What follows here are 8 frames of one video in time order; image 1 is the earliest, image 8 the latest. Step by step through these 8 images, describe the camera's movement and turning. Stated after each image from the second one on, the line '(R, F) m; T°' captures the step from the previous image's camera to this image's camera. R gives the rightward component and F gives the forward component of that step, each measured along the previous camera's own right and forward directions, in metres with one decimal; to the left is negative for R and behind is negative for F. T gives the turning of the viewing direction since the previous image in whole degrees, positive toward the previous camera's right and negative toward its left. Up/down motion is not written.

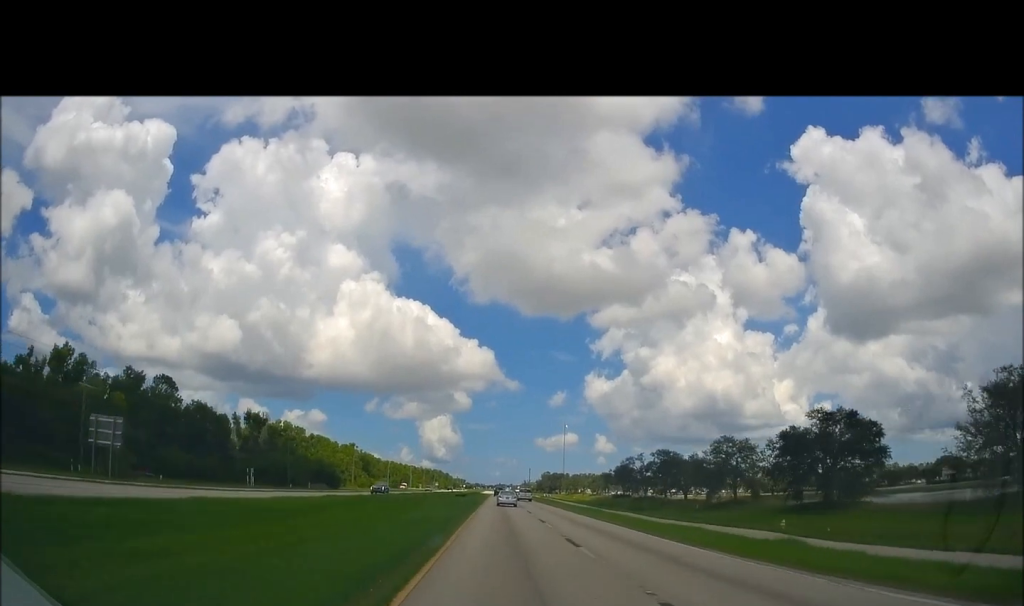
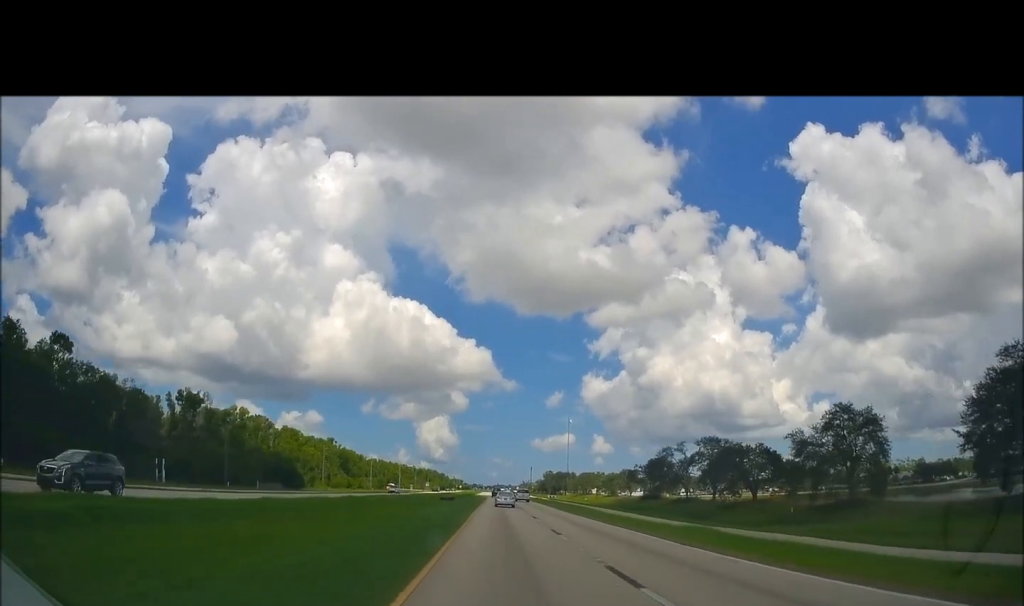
(-0.4, +32.4) m; -1°
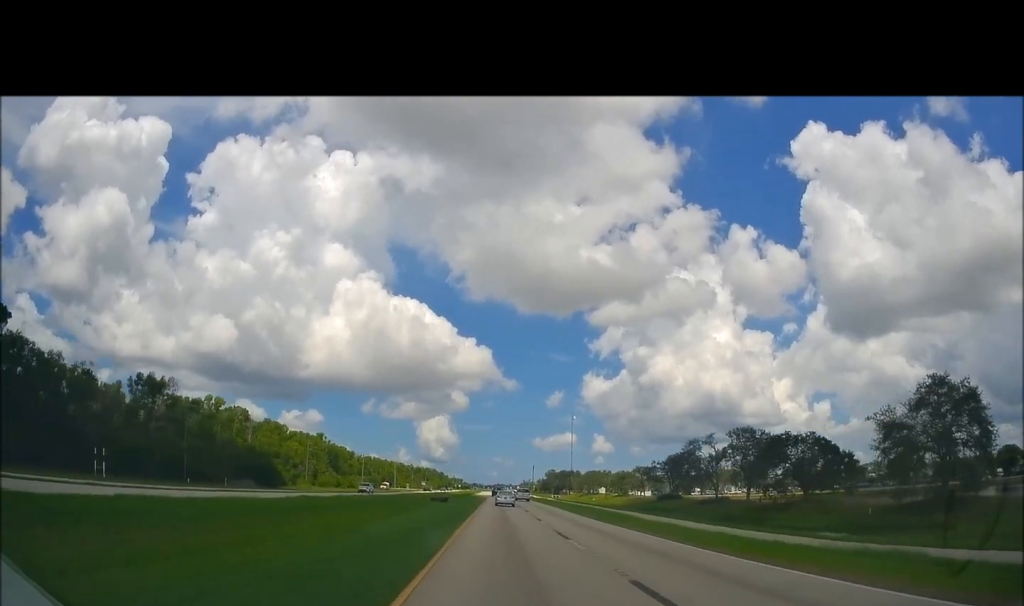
(-0.1, +14.8) m; 0°
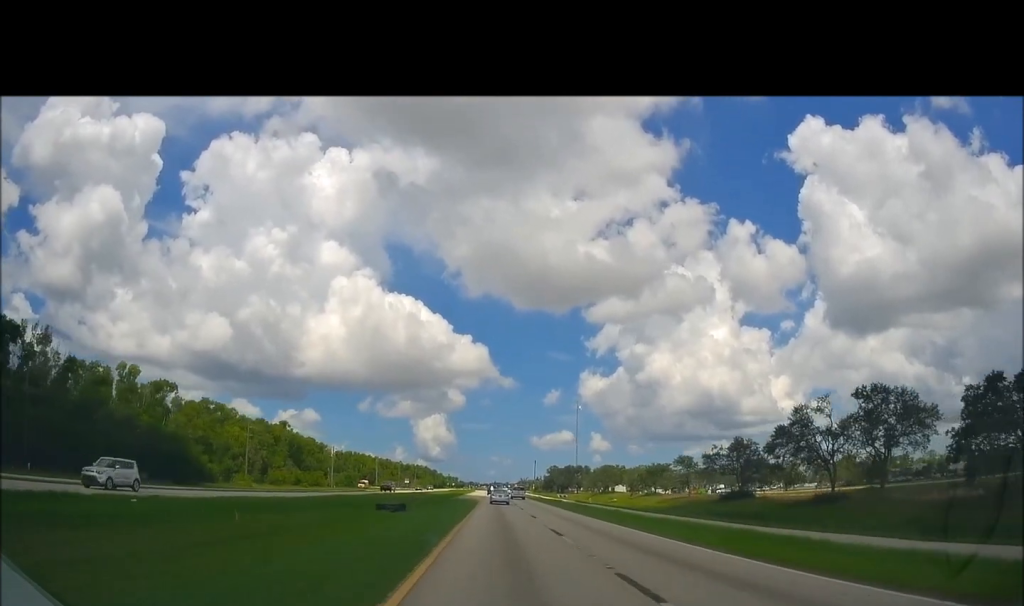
(+0.5, +35.6) m; +2°
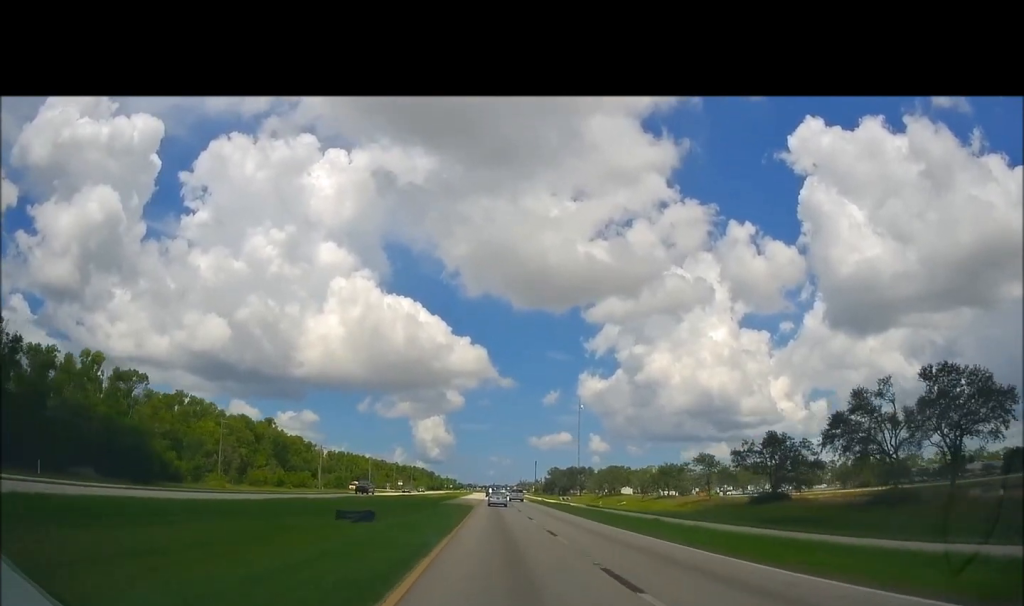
(+0.1, +11.3) m; 0°
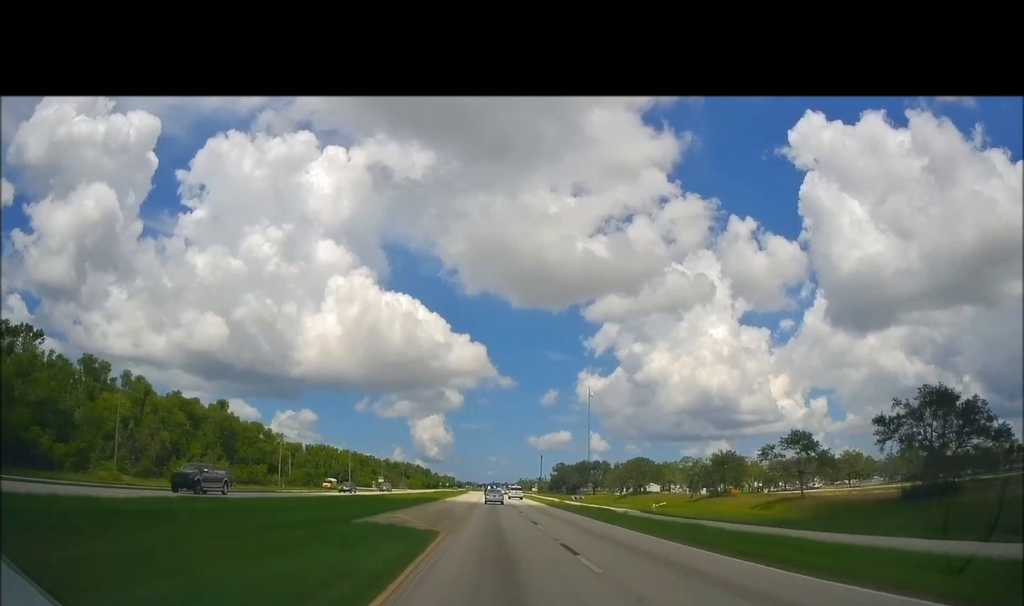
(0.0, +31.1) m; 0°
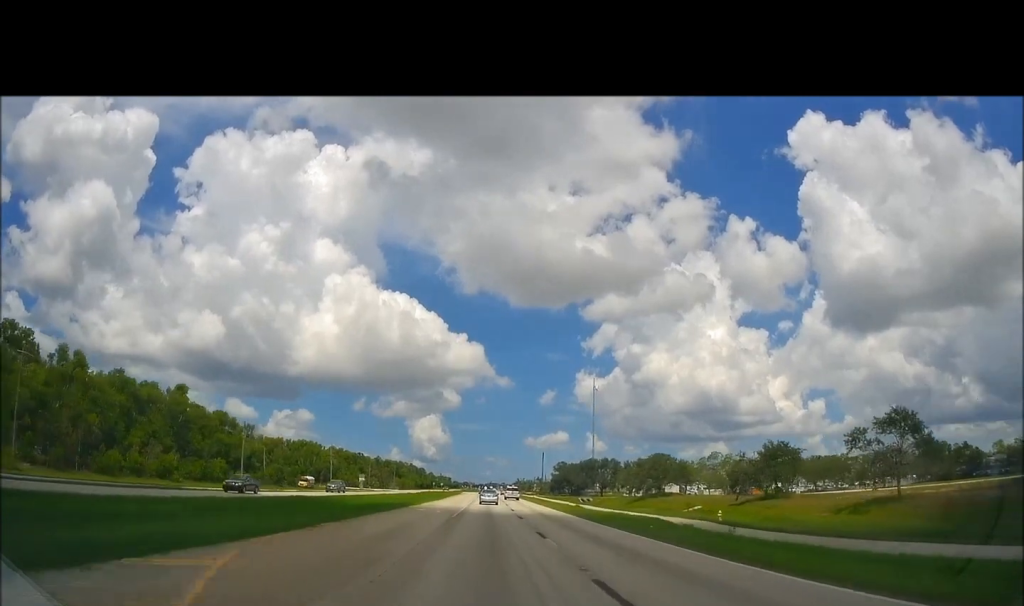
(0.0, +19.1) m; 0°
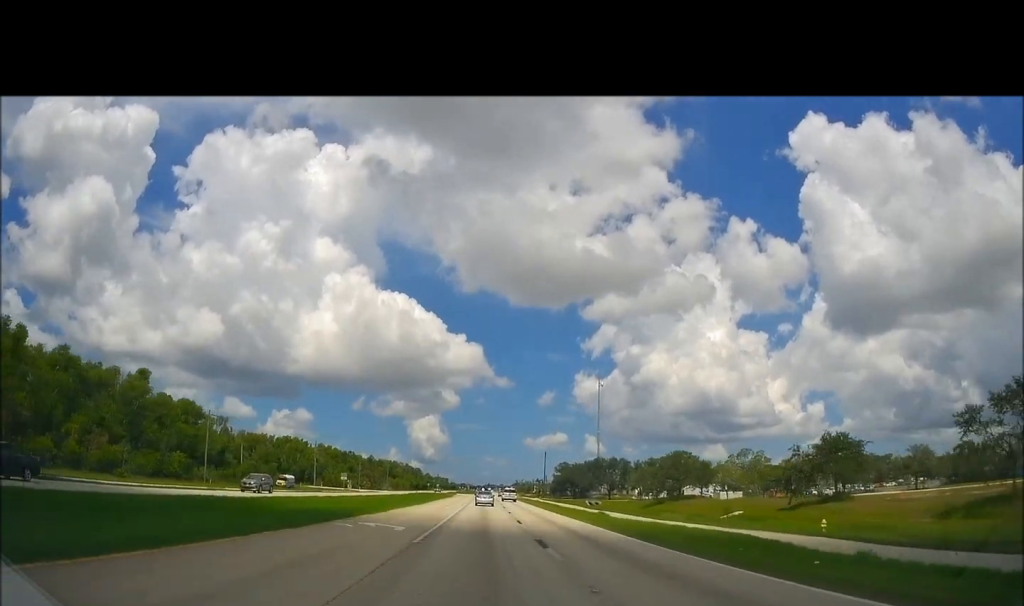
(0.0, +14.8) m; 0°
